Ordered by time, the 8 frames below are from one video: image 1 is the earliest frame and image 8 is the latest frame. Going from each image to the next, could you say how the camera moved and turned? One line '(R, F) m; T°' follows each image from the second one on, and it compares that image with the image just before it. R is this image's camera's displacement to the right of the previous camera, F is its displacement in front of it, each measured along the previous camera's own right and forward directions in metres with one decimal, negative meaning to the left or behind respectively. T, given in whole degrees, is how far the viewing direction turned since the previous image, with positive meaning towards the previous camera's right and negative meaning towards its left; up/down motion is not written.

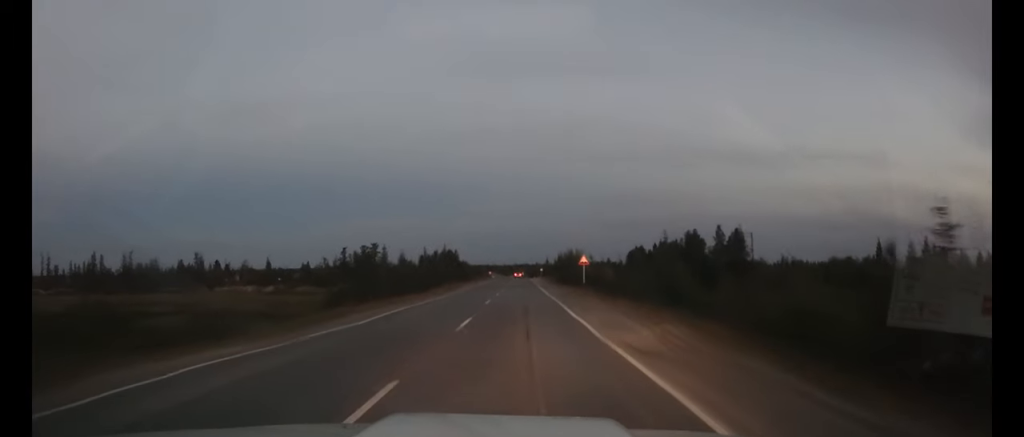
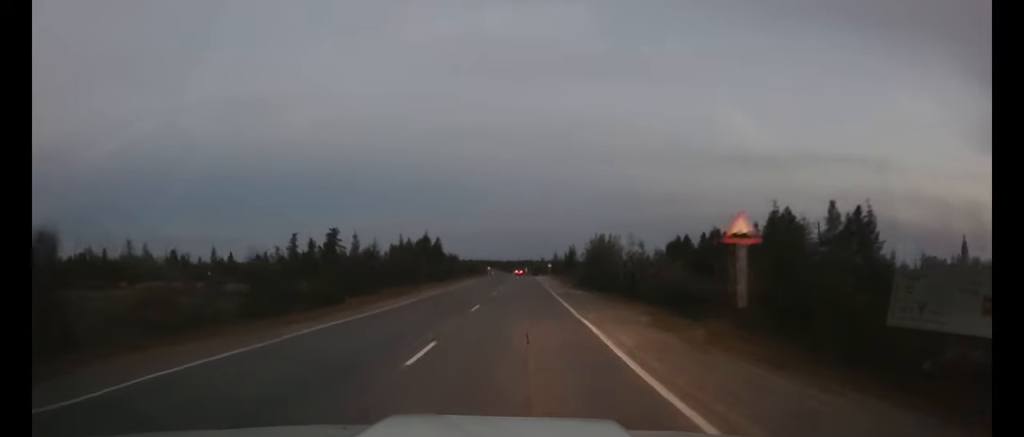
(+0.1, +32.4) m; 0°
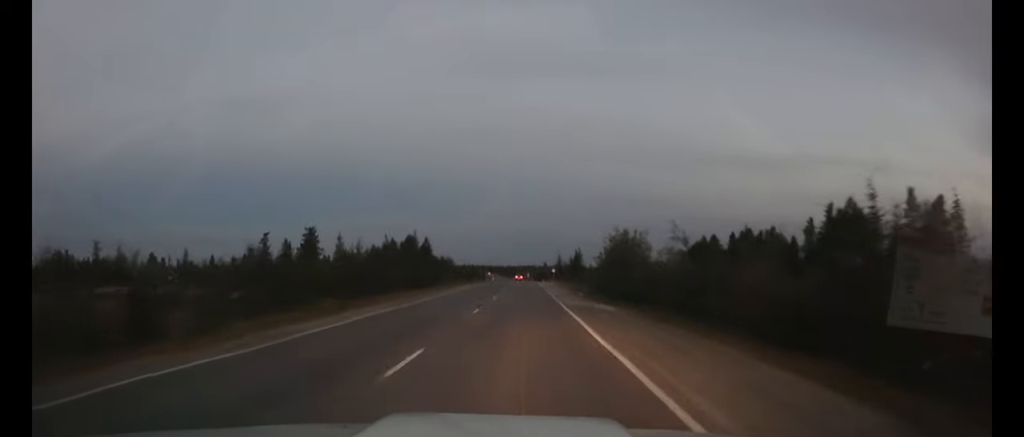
(0.0, +12.8) m; 0°
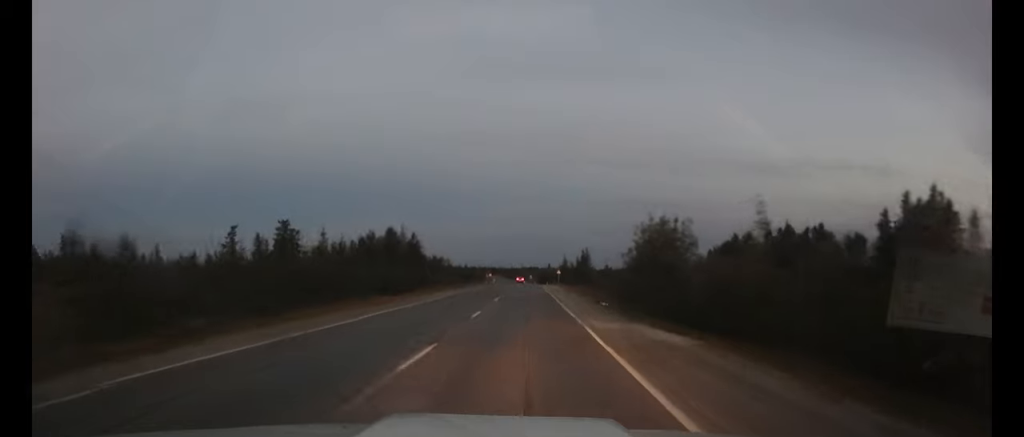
(0.0, +11.5) m; 0°
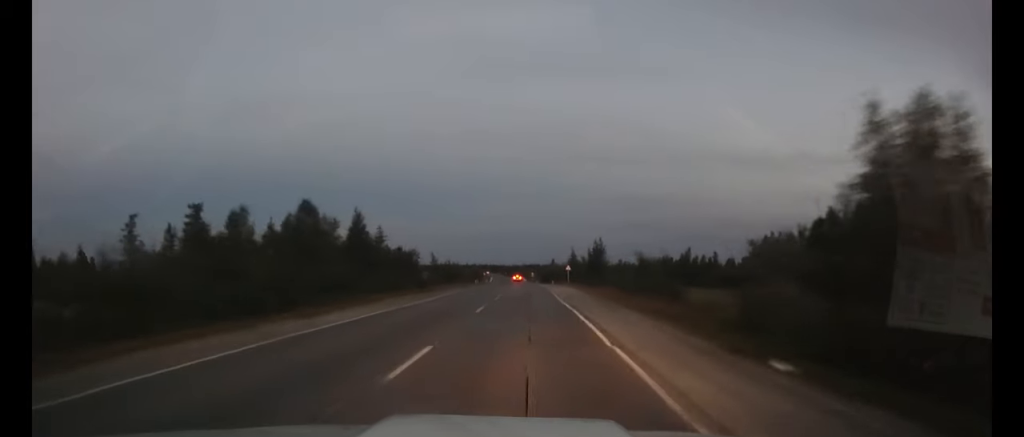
(0.0, +23.2) m; 0°
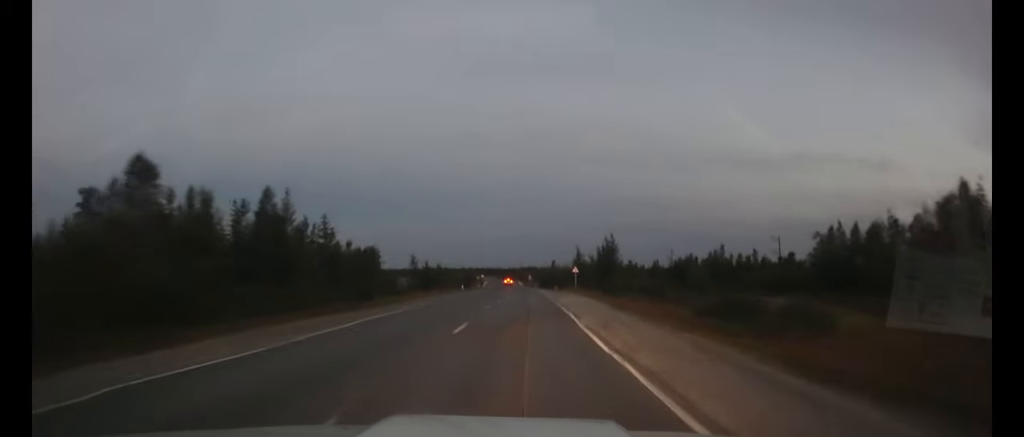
(0.0, +18.0) m; 0°
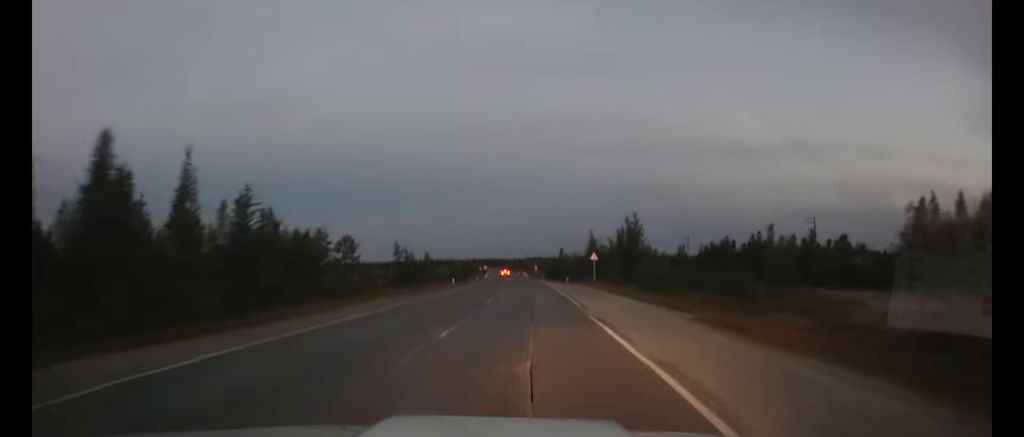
(0.0, +15.4) m; 0°
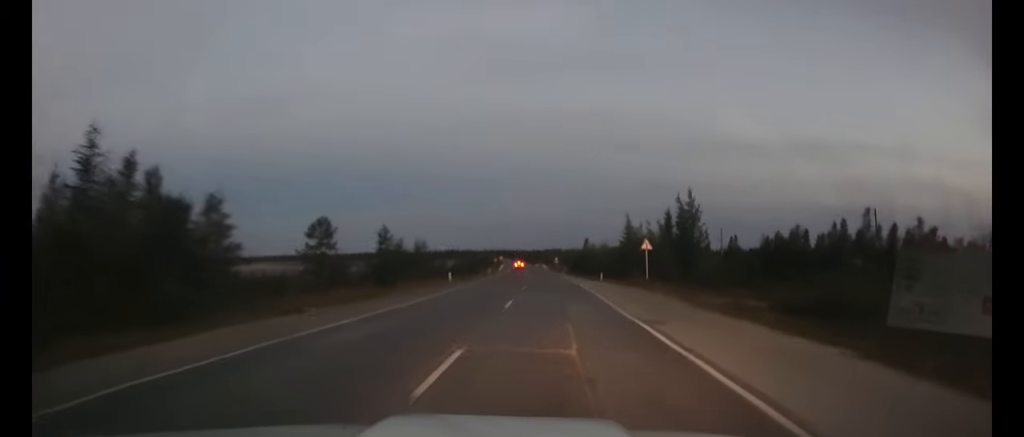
(0.0, +17.1) m; -1°
